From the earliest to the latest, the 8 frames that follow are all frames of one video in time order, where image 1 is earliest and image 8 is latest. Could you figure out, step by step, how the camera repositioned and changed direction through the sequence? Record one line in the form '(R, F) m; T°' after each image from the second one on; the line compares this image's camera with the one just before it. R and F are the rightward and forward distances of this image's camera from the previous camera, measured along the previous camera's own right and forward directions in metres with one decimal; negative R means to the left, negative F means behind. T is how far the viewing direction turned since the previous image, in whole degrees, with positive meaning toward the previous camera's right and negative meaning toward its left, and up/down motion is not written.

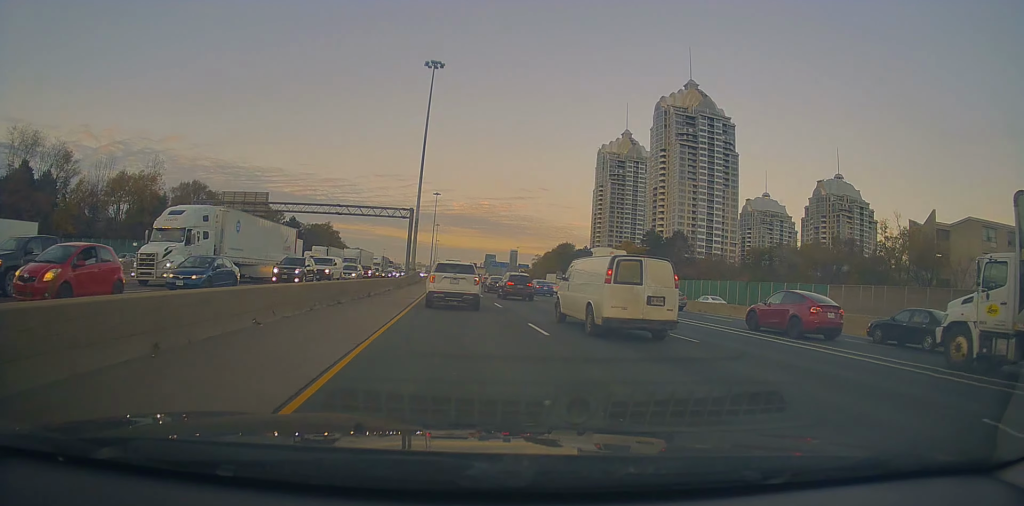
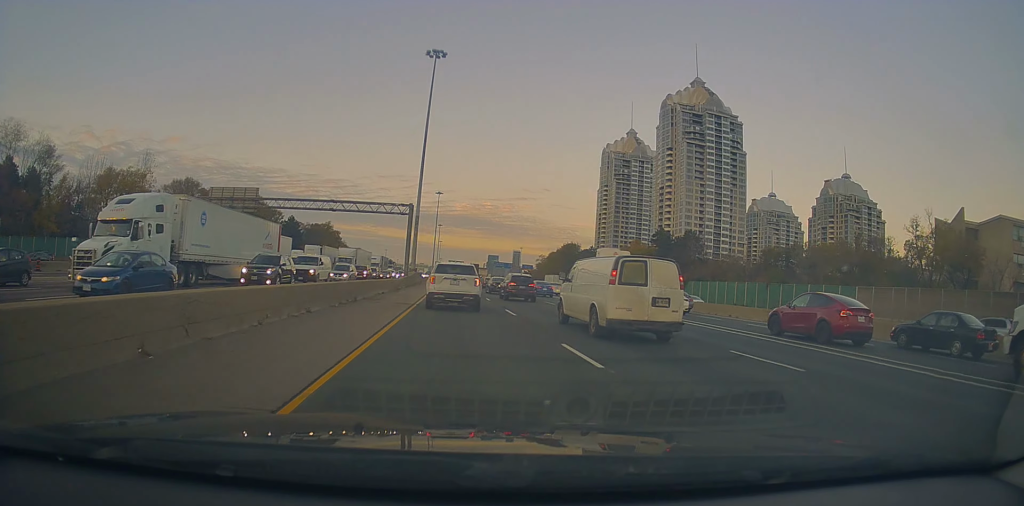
(+0.2, +4.7) m; 0°
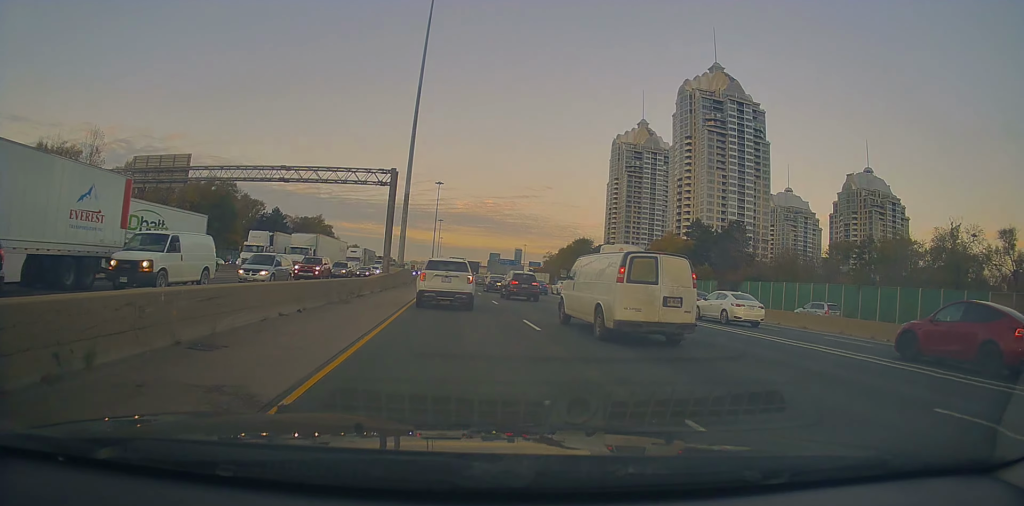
(-0.6, +18.5) m; -1°
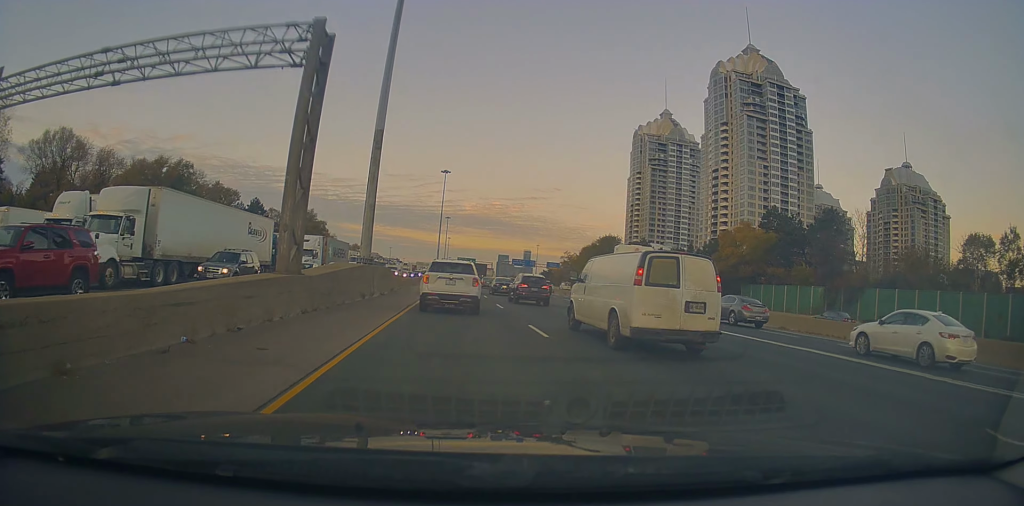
(-0.1, +25.6) m; 0°
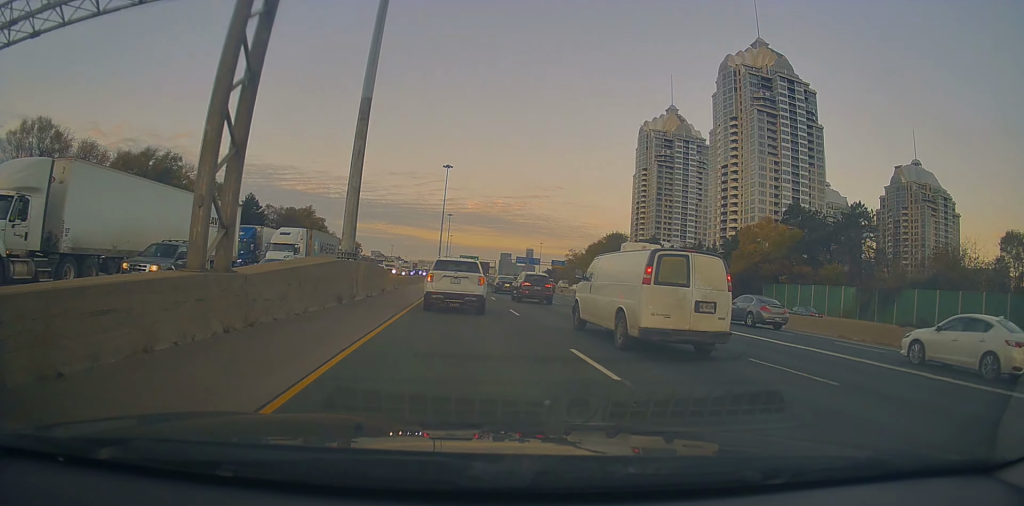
(0.0, +5.5) m; +1°
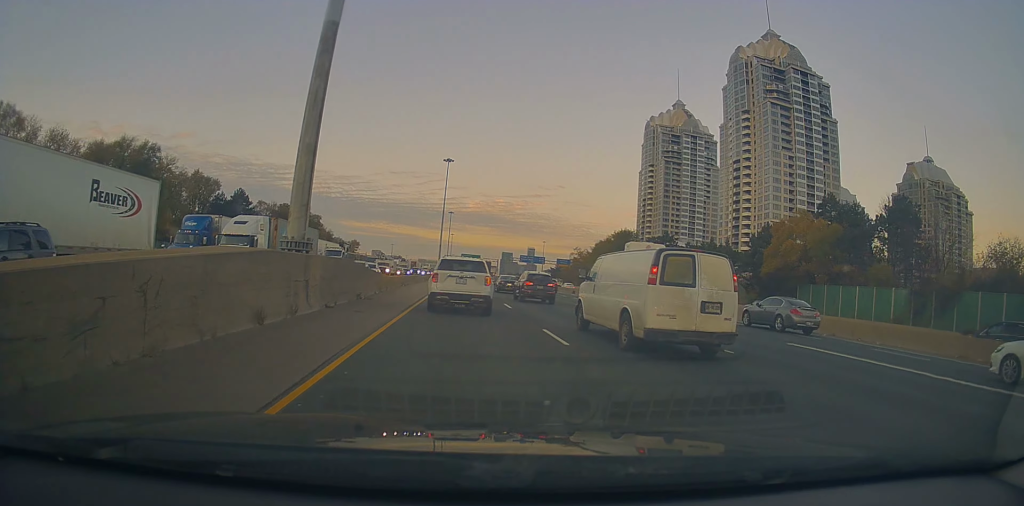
(-0.1, +8.2) m; +2°
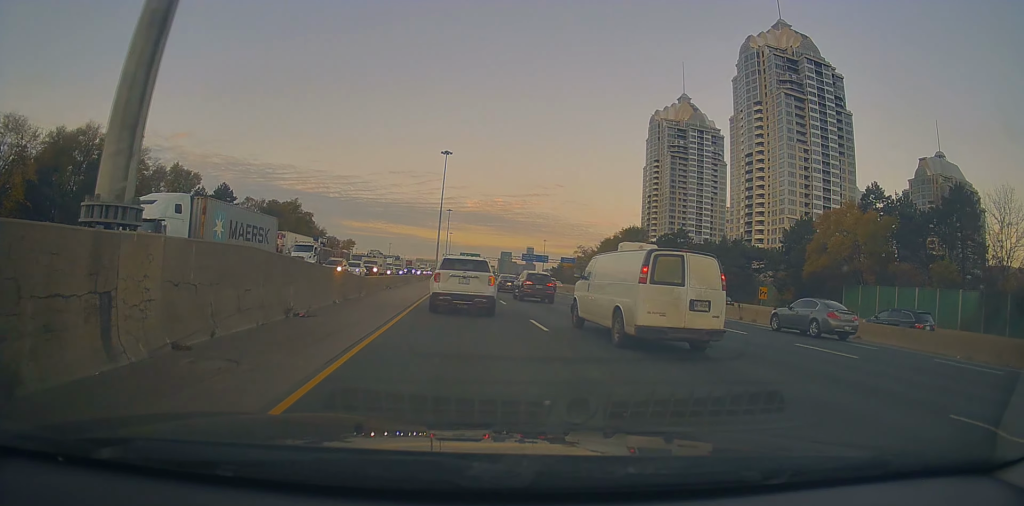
(+0.4, +9.4) m; 0°
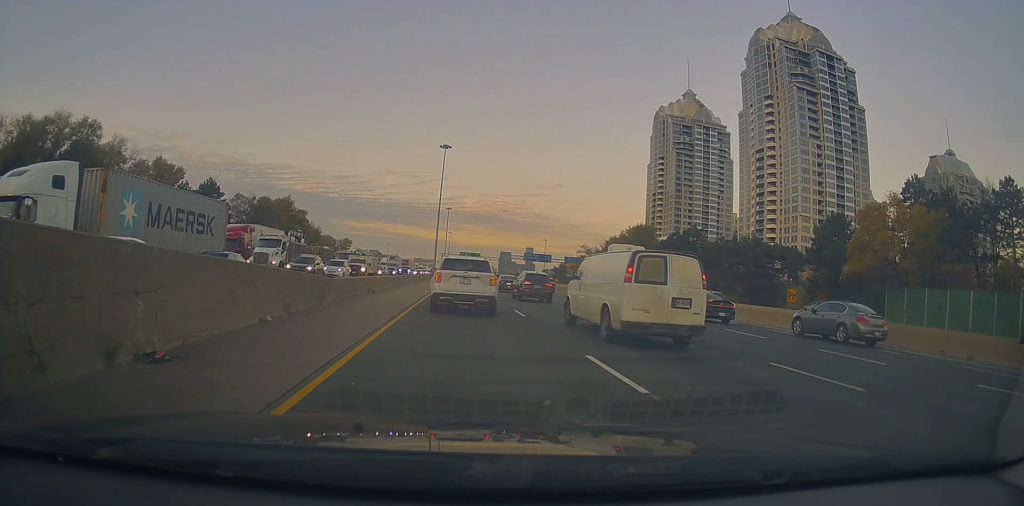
(-0.2, +7.4) m; -2°
